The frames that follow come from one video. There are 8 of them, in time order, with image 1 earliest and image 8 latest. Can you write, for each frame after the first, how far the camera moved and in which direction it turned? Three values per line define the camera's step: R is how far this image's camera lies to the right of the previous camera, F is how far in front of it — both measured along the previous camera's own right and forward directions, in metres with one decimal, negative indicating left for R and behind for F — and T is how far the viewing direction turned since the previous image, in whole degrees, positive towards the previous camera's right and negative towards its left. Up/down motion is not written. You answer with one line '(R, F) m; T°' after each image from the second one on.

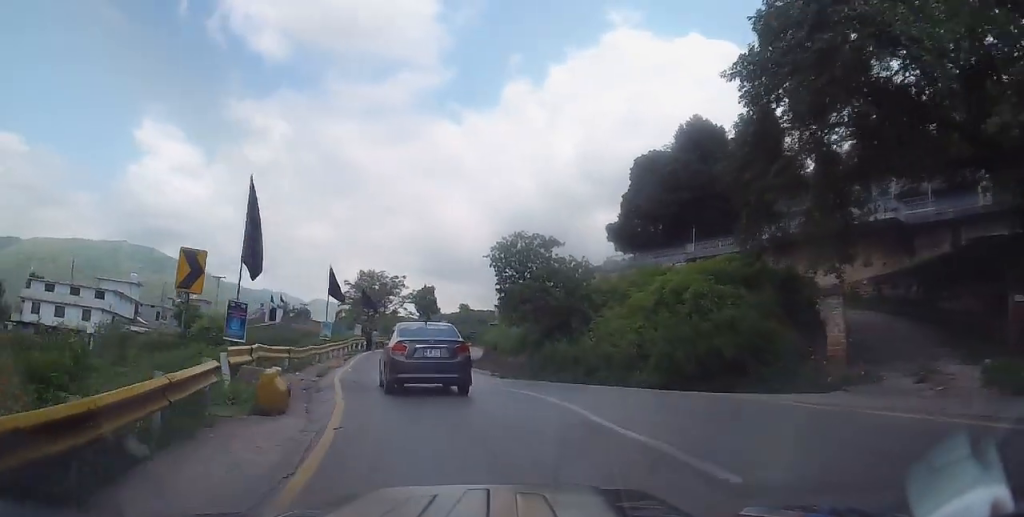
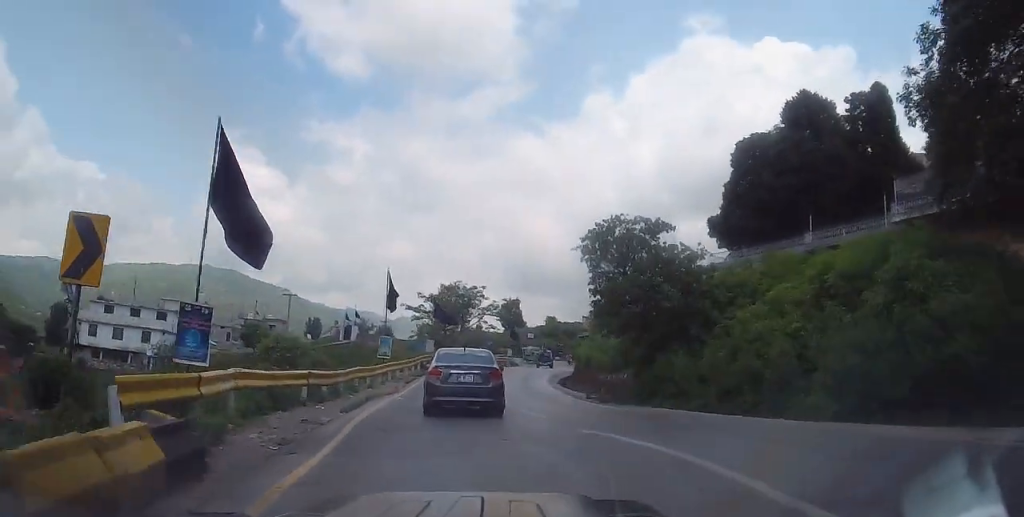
(-0.2, +6.0) m; -6°
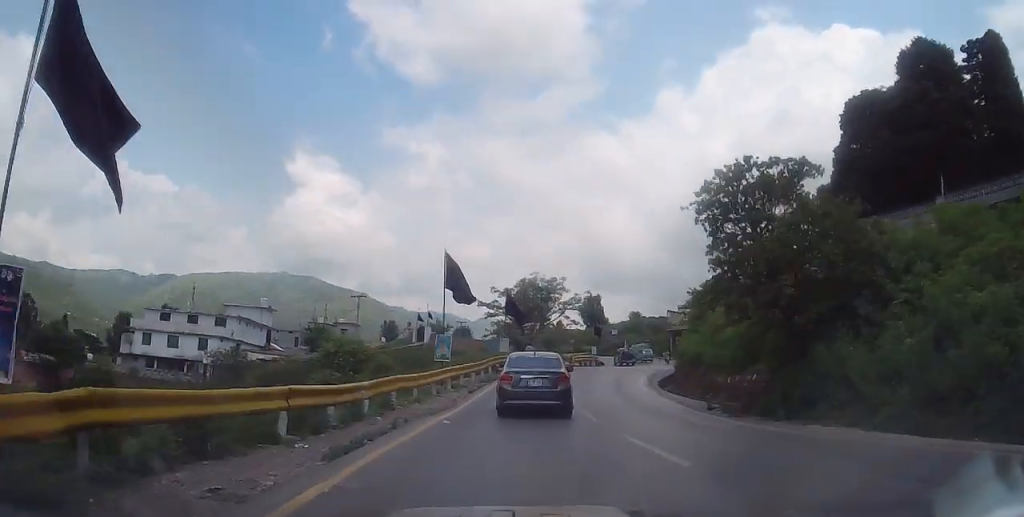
(-0.4, +6.0) m; -5°
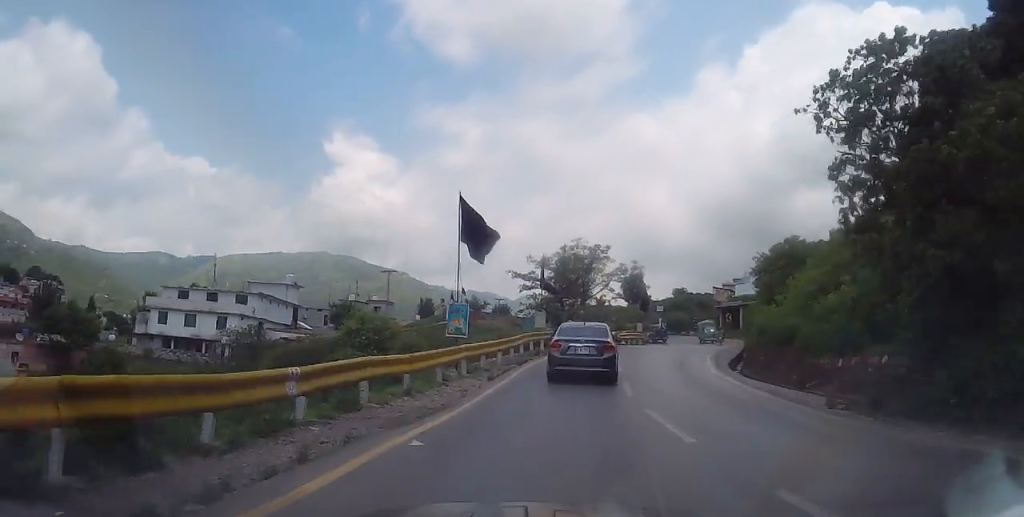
(-0.2, +5.9) m; 0°
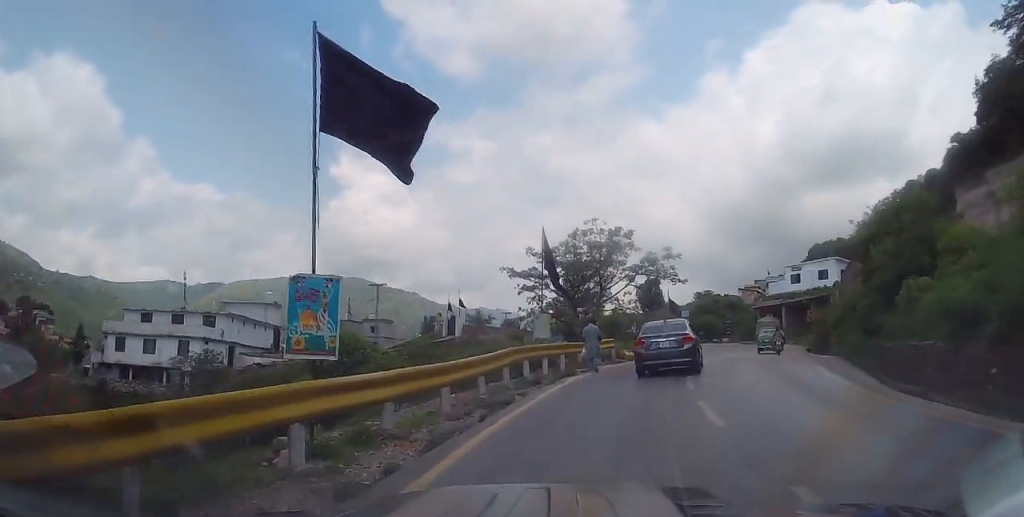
(+0.3, +11.5) m; +2°
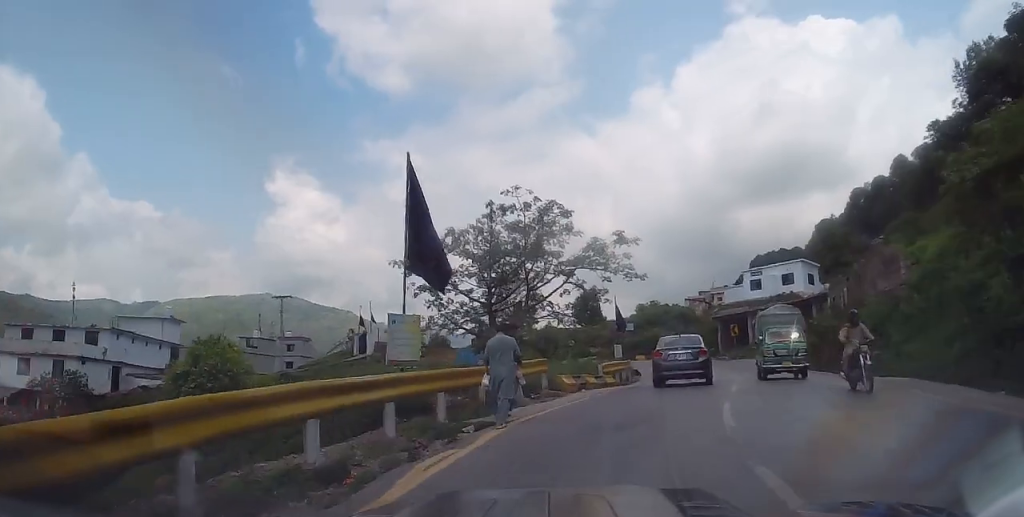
(+0.2, +10.3) m; +6°
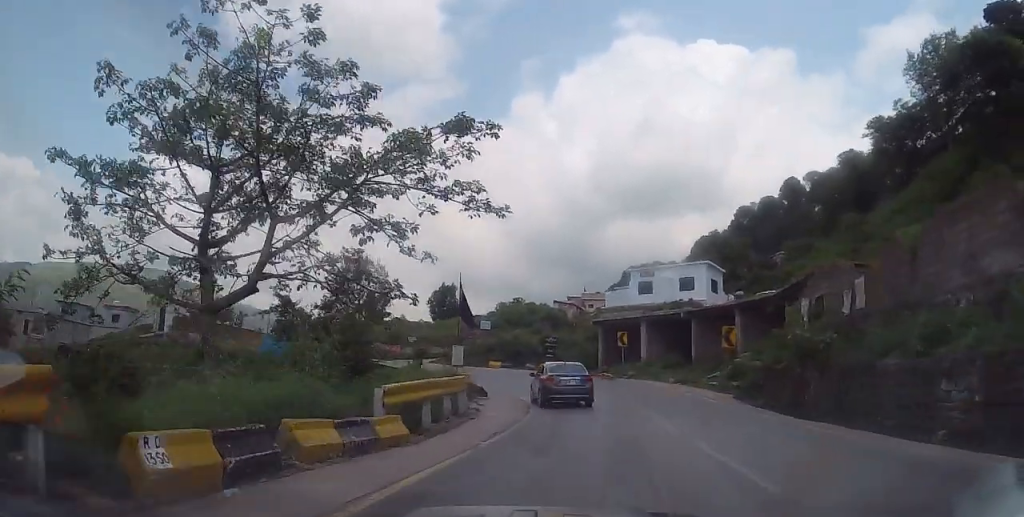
(+1.5, +14.1) m; +8°
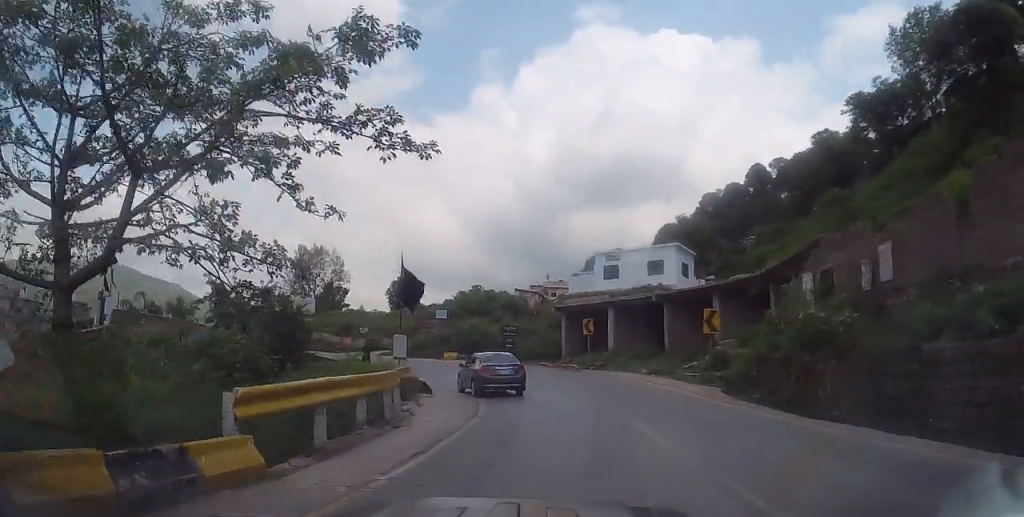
(0.0, +3.7) m; +1°
